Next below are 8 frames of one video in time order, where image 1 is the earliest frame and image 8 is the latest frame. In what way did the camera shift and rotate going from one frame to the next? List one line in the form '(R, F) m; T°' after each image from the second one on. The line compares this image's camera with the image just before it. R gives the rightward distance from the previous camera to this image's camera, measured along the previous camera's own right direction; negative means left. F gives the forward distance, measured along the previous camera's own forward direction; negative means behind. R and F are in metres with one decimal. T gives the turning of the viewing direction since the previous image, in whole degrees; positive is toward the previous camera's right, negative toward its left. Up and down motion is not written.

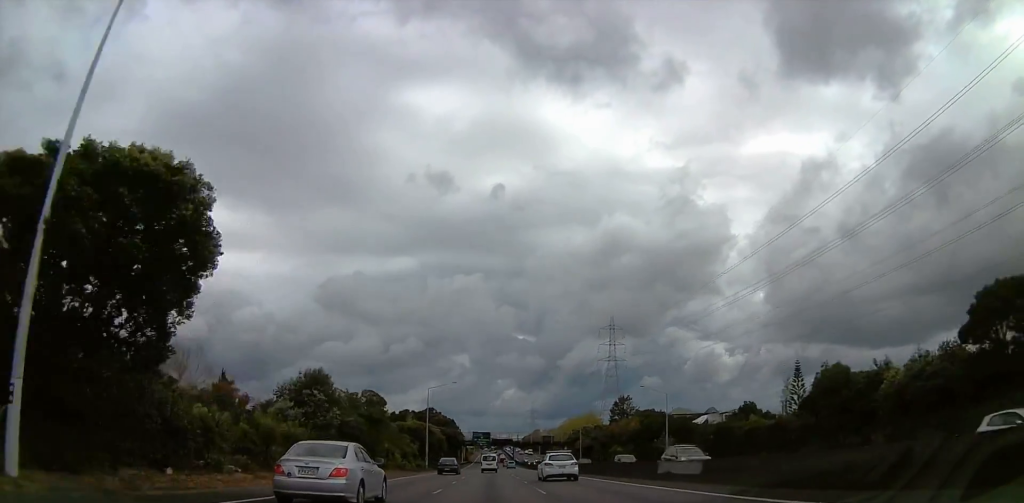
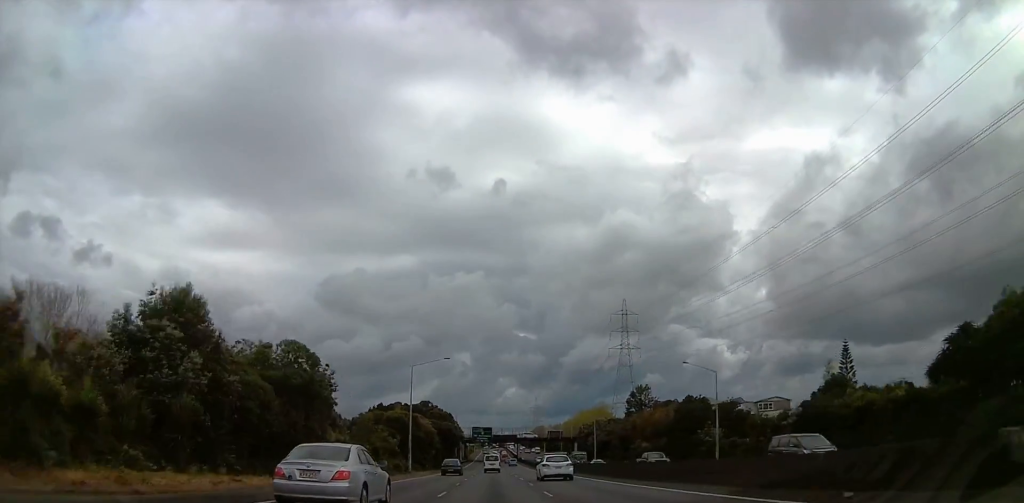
(-0.1, +20.1) m; 0°
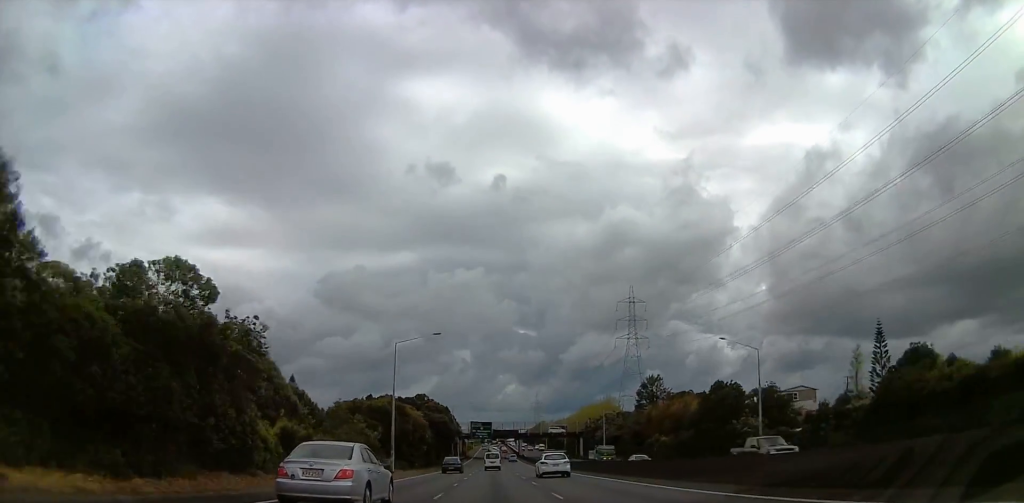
(-0.2, +11.4) m; +1°
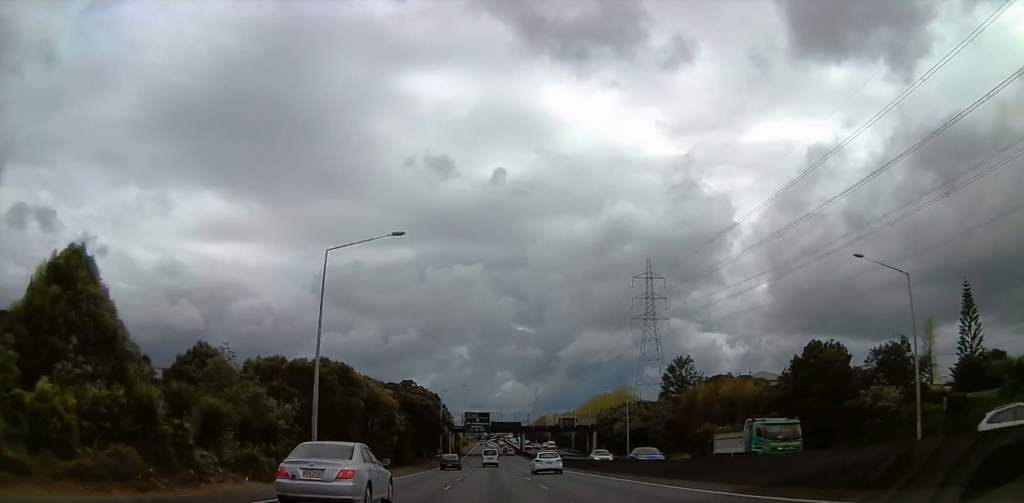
(+0.7, +24.6) m; +2°
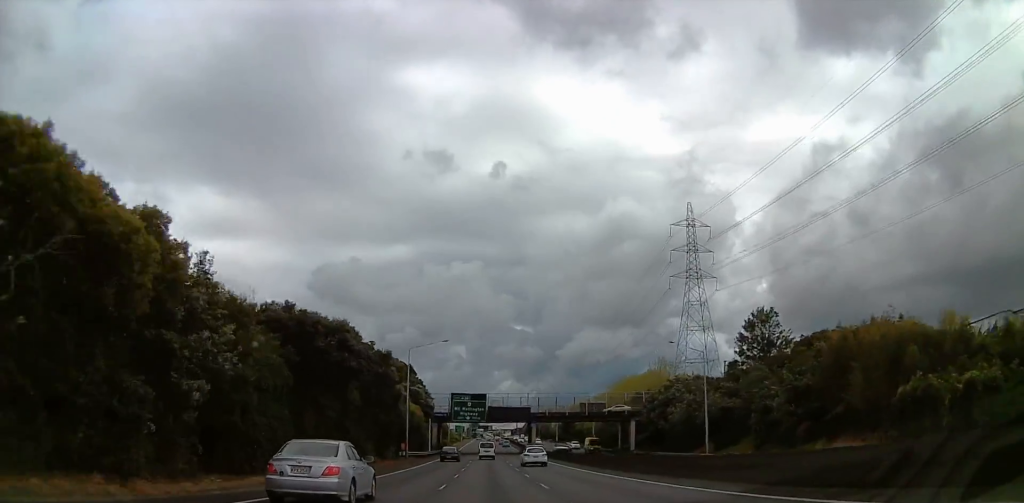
(-0.8, +40.8) m; -3°
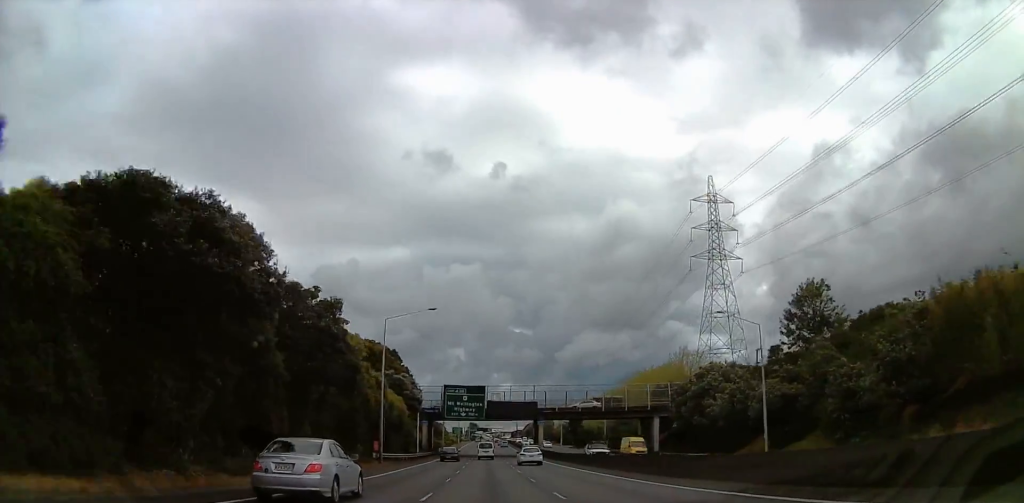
(-0.2, +15.3) m; 0°
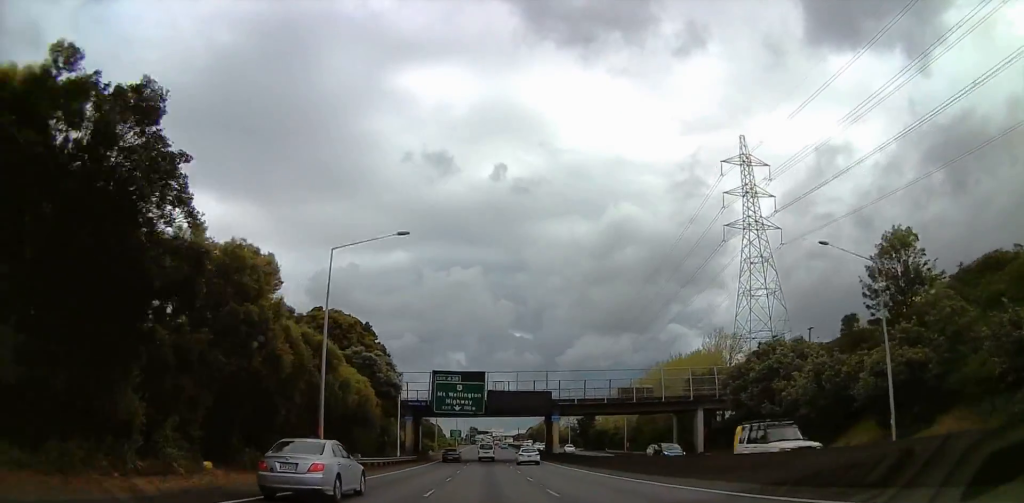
(+0.1, +18.3) m; 0°
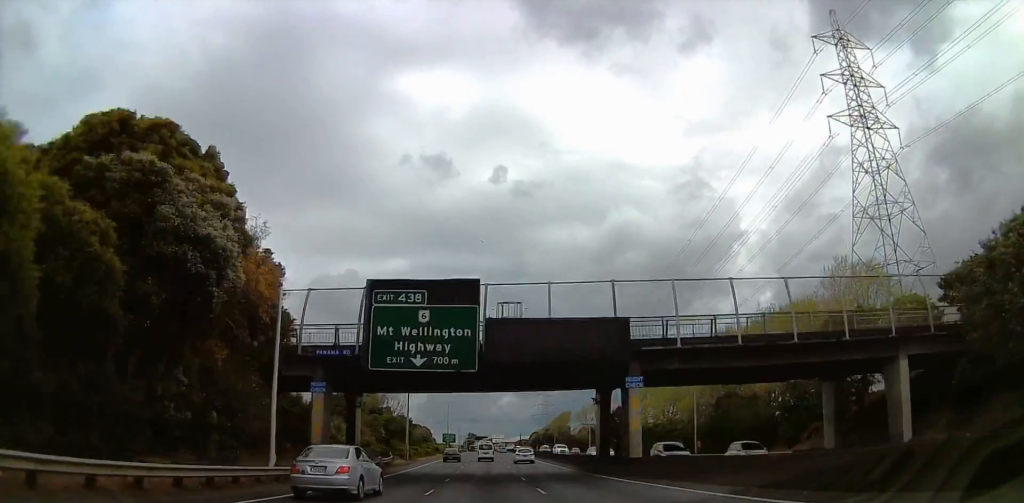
(+0.2, +37.7) m; 0°
